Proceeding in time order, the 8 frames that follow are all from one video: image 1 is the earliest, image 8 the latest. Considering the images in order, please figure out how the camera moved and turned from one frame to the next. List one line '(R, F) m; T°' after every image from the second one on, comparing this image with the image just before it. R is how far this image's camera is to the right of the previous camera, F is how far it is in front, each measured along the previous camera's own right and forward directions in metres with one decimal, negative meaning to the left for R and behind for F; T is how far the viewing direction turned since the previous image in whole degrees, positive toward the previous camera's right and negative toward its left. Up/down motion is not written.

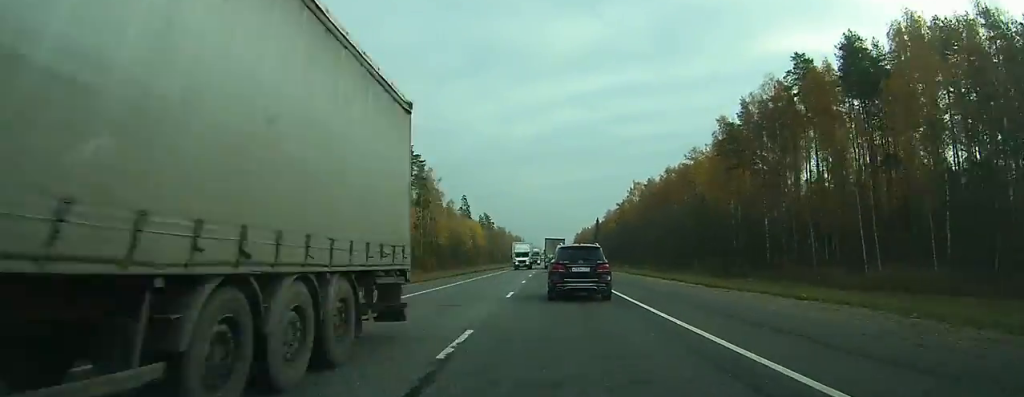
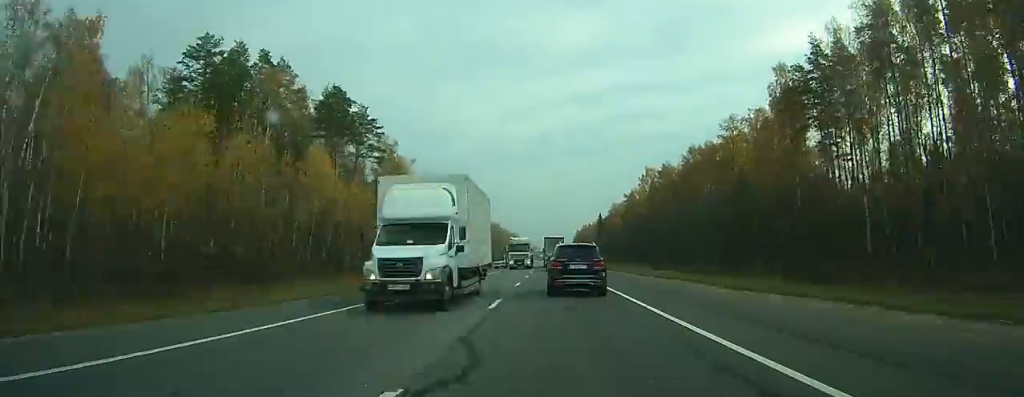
(0.0, +28.5) m; 0°
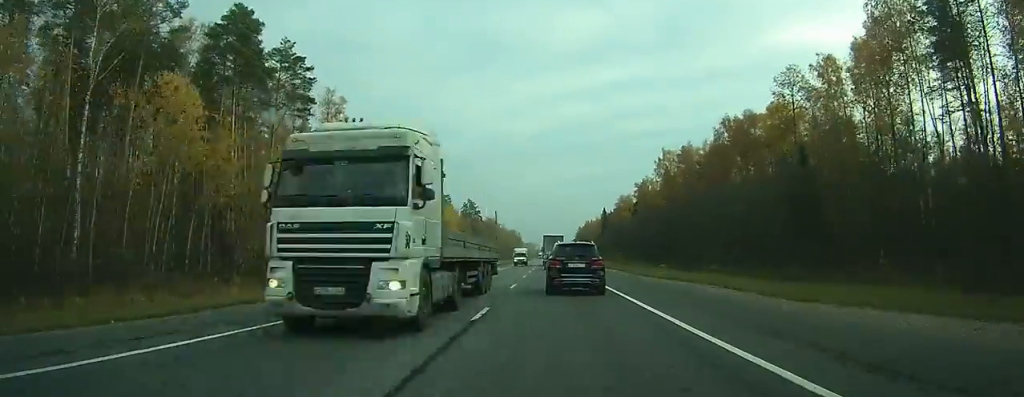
(0.0, +26.7) m; 0°
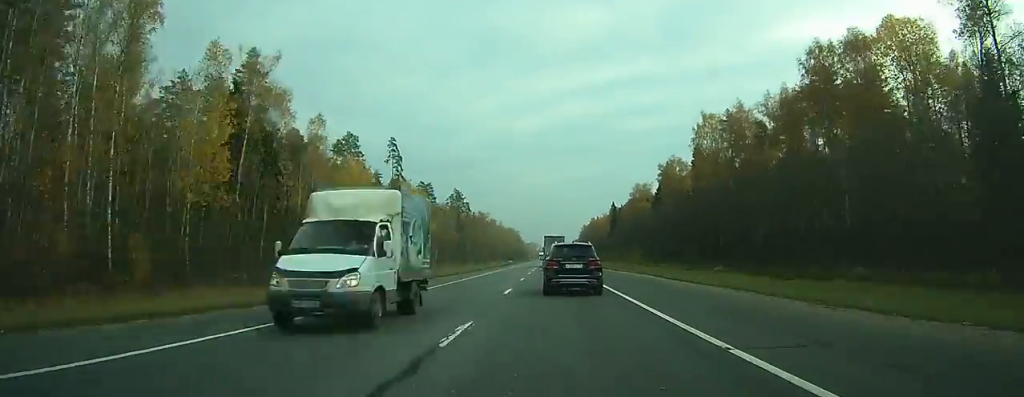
(0.0, +40.9) m; 0°
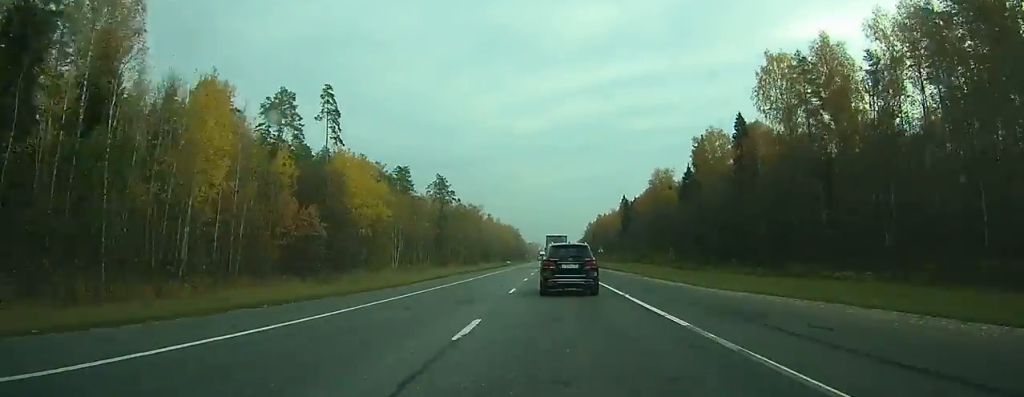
(+0.1, +38.2) m; 0°
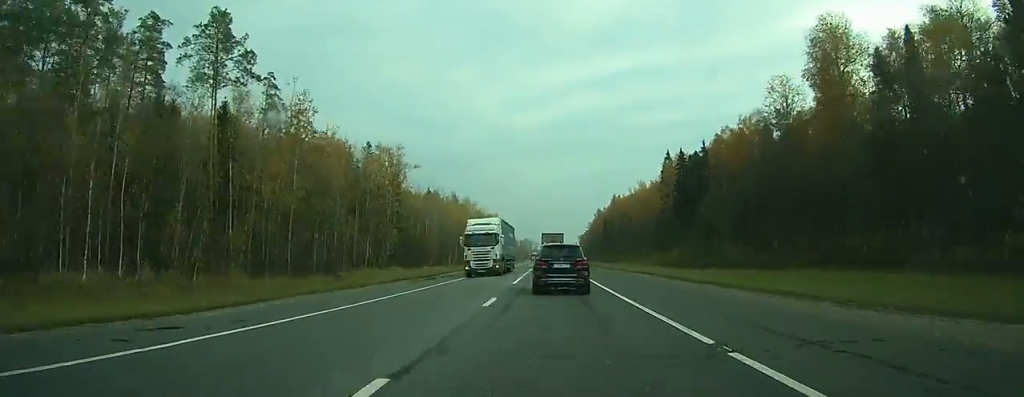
(+0.1, +124.0) m; 0°
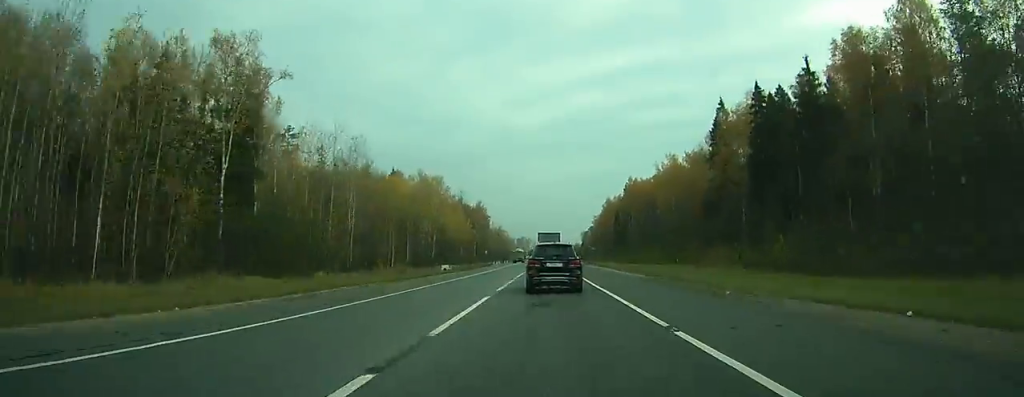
(+0.1, +57.1) m; 0°
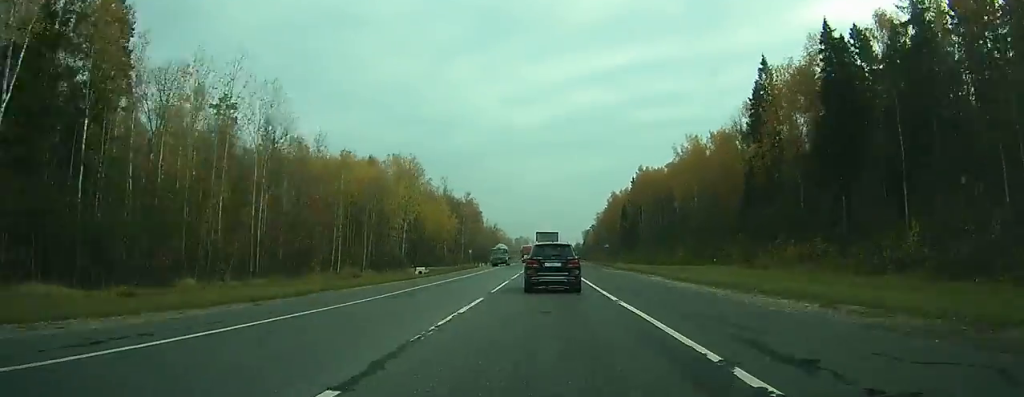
(0.0, +24.7) m; 0°
